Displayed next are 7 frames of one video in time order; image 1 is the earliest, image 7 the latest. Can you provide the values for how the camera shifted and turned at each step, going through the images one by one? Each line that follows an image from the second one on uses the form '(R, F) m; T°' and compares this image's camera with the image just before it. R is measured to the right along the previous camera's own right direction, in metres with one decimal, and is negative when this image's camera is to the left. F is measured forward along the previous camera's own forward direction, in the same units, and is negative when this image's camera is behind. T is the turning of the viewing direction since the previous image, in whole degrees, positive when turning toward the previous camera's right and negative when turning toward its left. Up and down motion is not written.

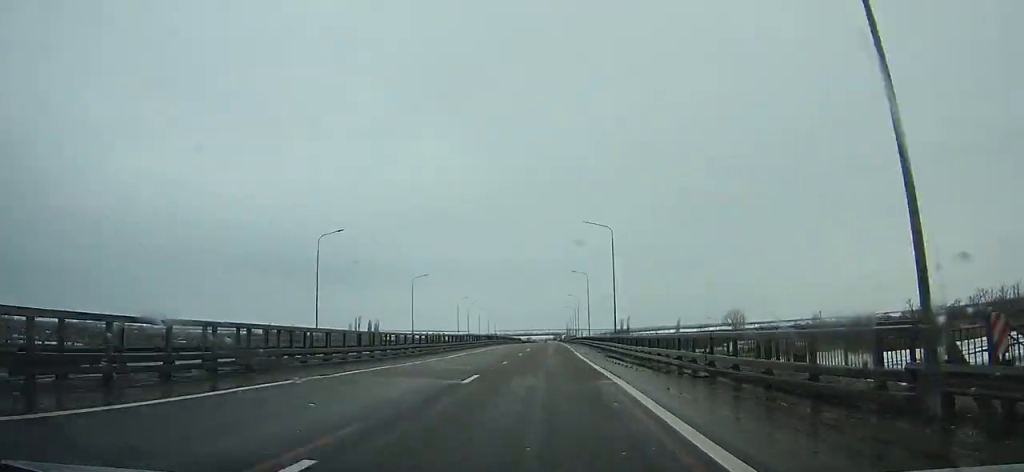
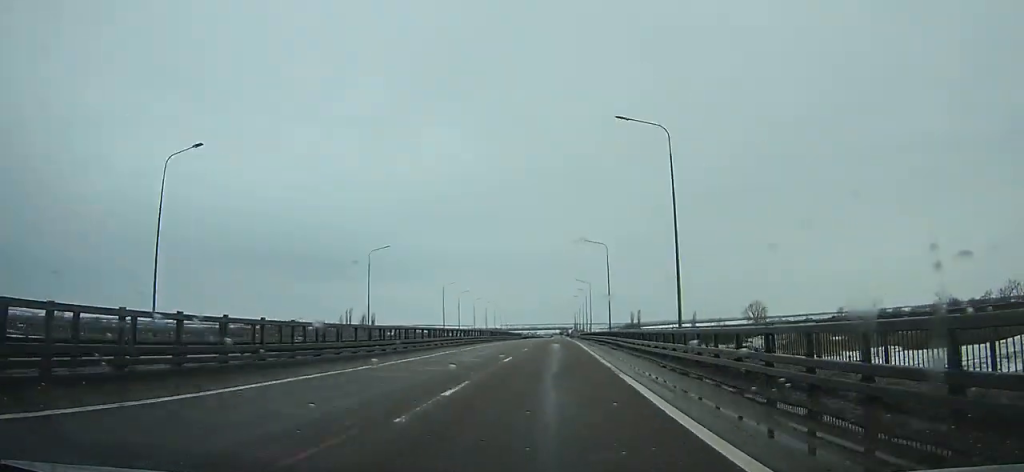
(-0.1, +28.1) m; 0°
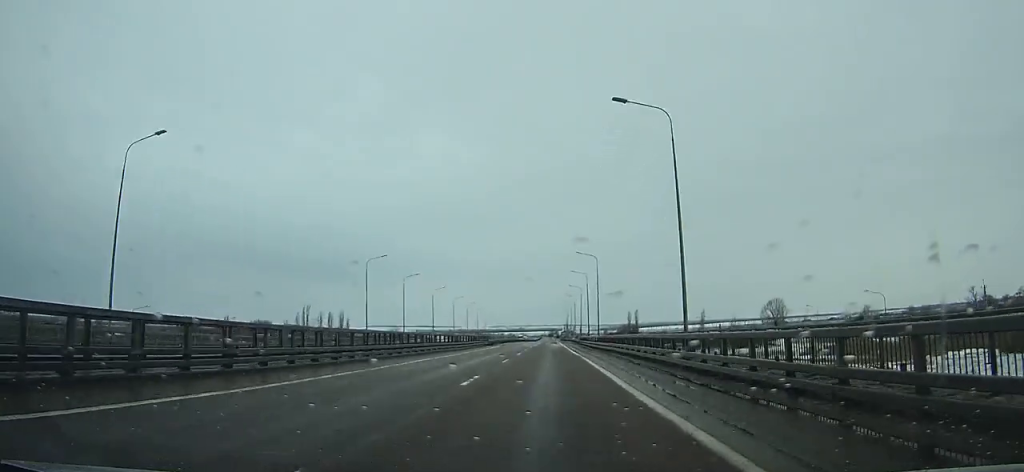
(+0.1, +45.0) m; 0°
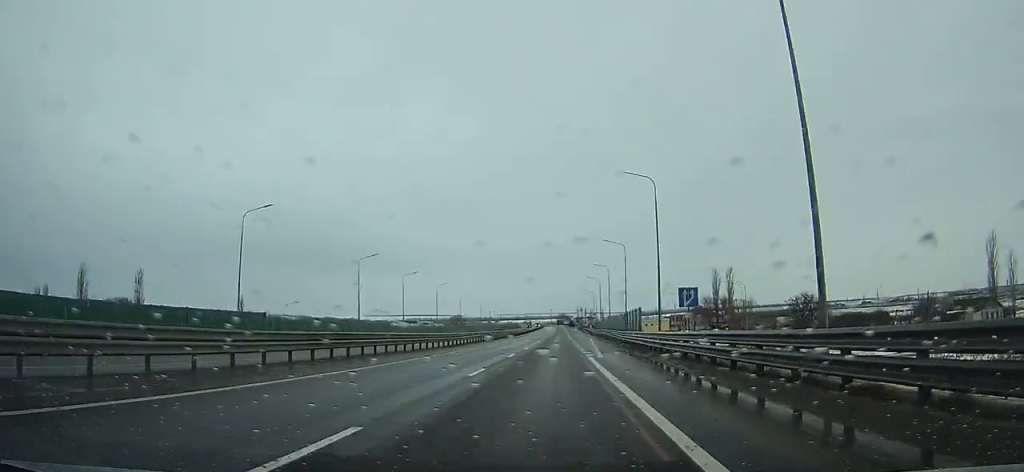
(+1.7, +214.0) m; 0°
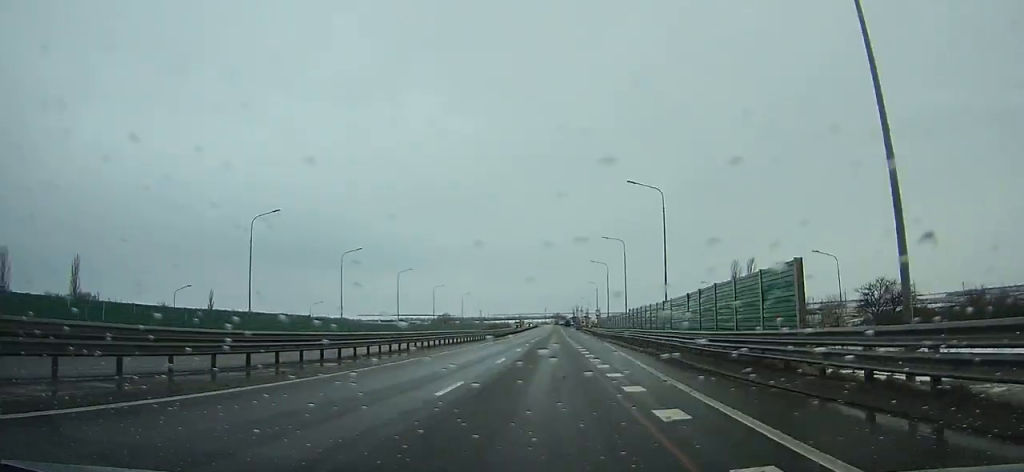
(0.0, +28.3) m; 0°
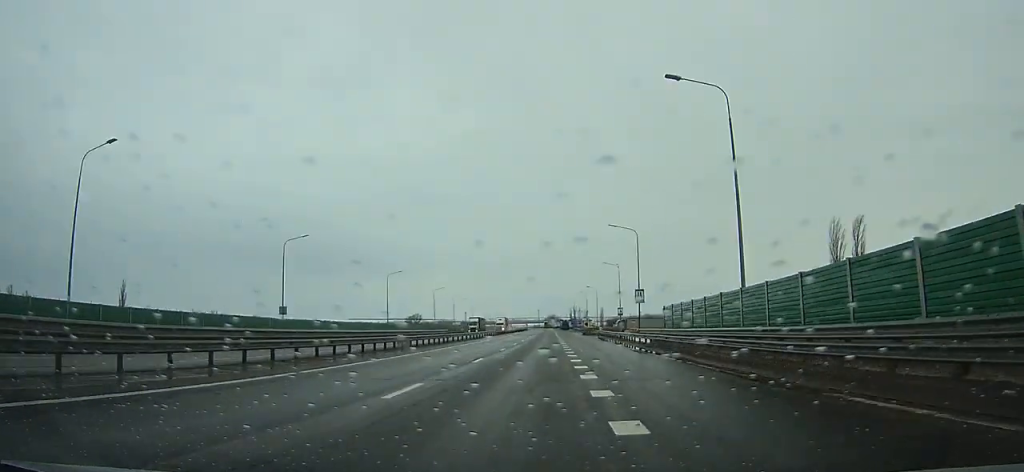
(-0.2, +72.3) m; 0°
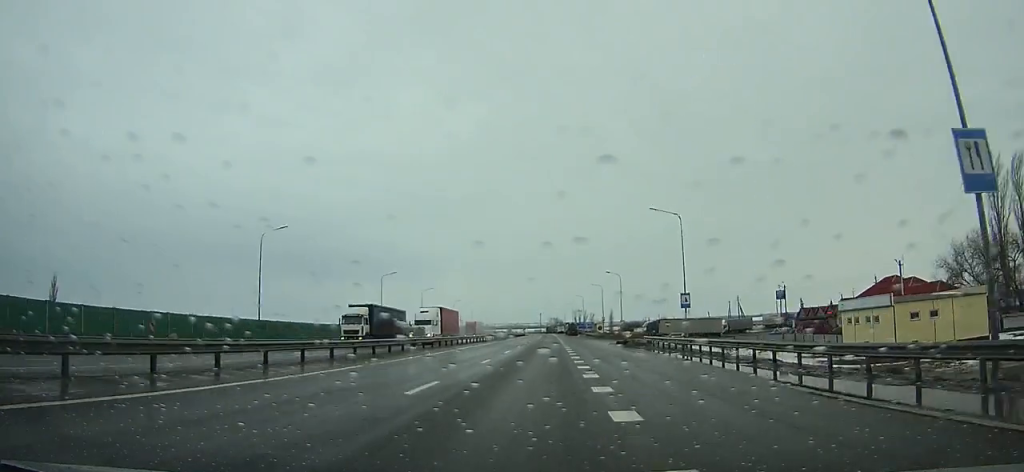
(-0.1, +46.0) m; 0°
